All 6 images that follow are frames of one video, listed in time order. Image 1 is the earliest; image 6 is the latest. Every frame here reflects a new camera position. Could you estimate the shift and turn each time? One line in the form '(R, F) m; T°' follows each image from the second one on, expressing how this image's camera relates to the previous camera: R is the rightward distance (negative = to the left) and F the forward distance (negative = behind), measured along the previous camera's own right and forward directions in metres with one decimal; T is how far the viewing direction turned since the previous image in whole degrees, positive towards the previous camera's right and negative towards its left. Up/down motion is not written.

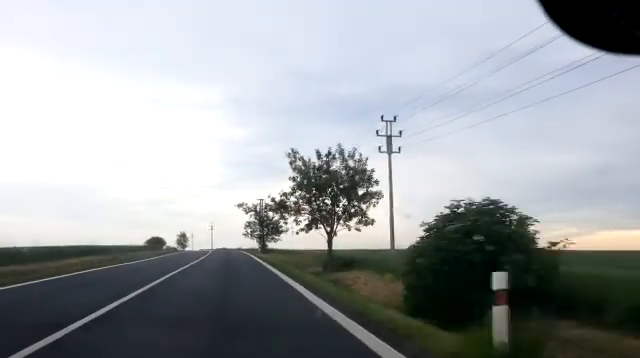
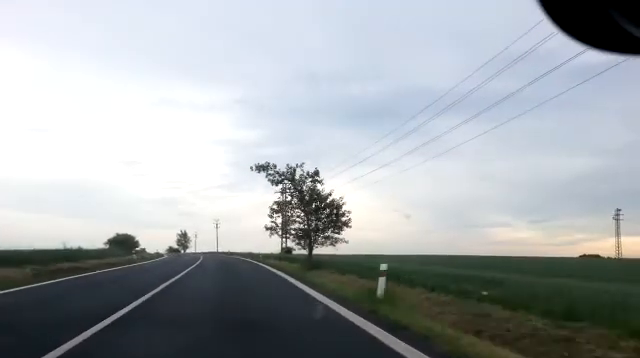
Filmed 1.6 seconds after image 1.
(0.0, +38.1) m; -2°
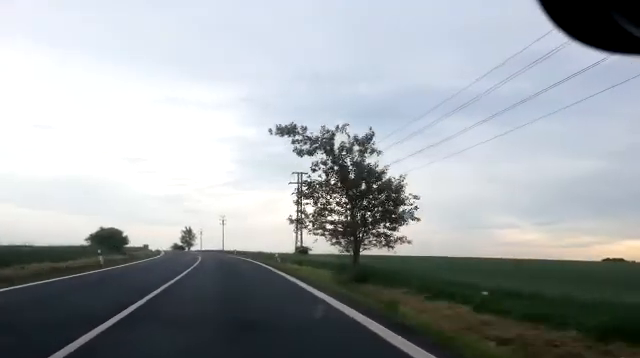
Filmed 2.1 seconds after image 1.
(-0.2, +11.5) m; -1°
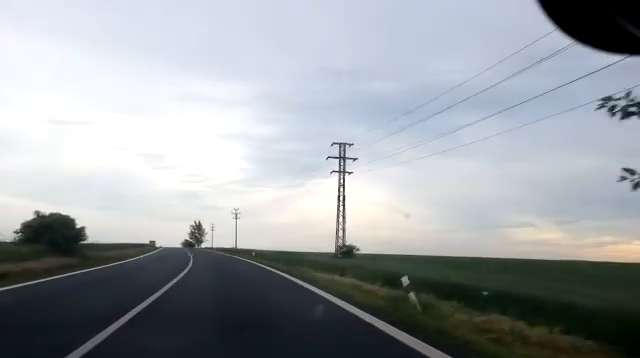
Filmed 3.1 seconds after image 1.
(-0.4, +21.2) m; -2°
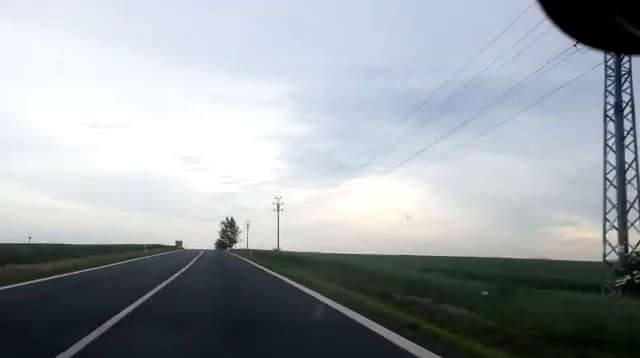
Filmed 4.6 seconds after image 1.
(-1.1, +35.5) m; -4°
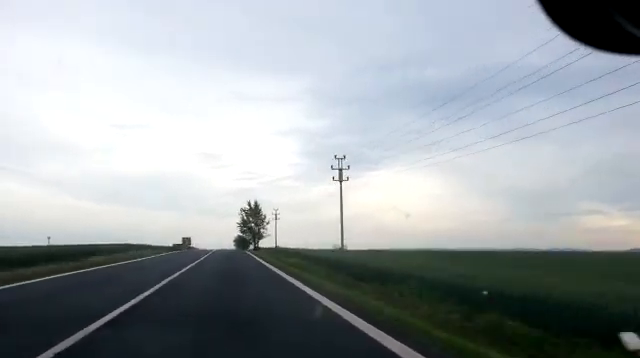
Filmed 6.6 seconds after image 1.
(-0.9, +45.5) m; -1°
